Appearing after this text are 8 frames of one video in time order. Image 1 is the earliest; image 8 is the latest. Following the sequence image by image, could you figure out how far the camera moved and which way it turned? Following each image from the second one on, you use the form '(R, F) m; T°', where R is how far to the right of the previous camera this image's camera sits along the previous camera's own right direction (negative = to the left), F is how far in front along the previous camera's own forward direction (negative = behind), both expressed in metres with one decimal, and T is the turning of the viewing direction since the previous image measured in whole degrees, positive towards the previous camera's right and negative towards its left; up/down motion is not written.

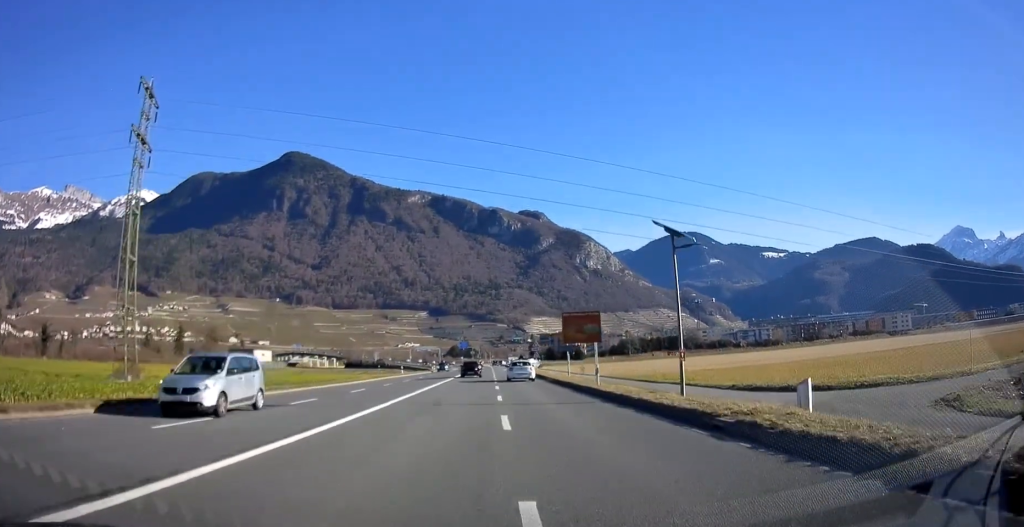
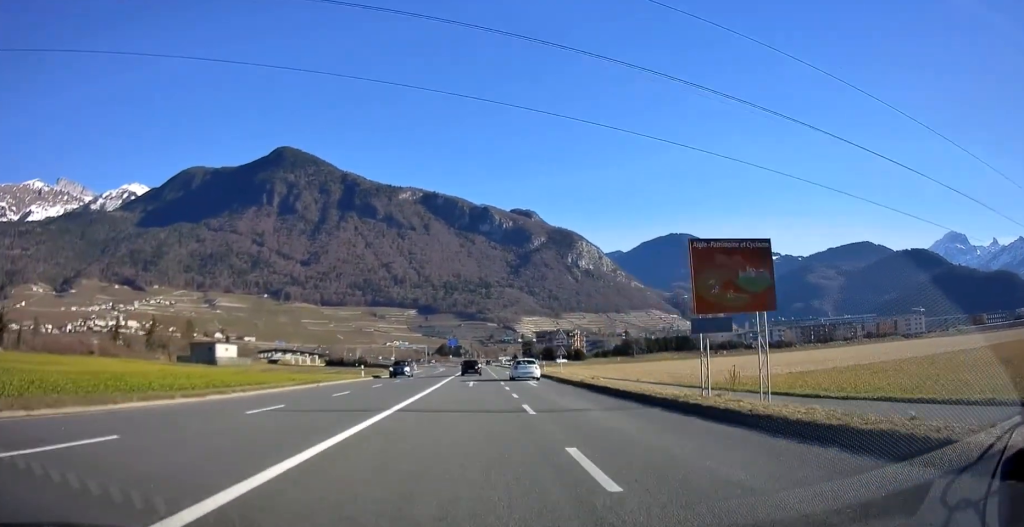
(0.0, +23.4) m; +1°
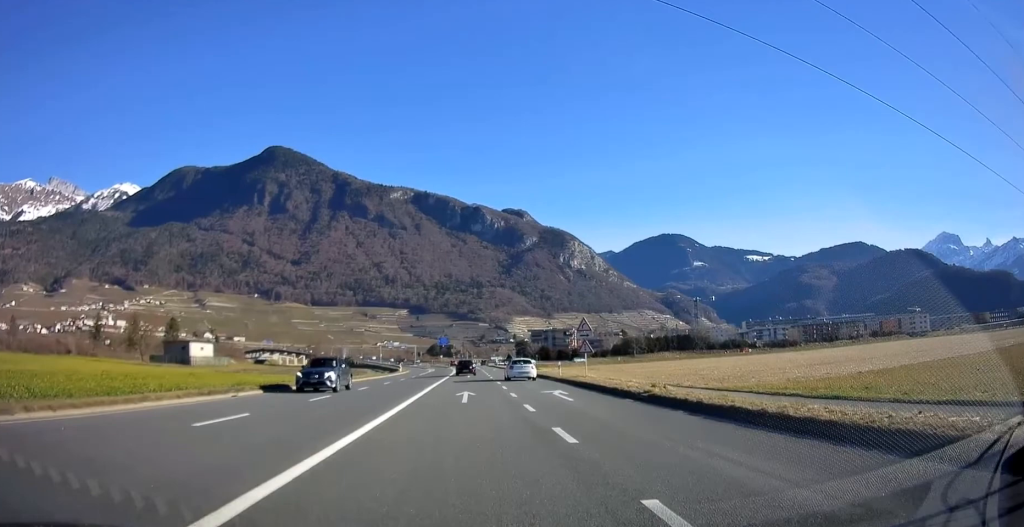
(+0.1, +12.6) m; +1°
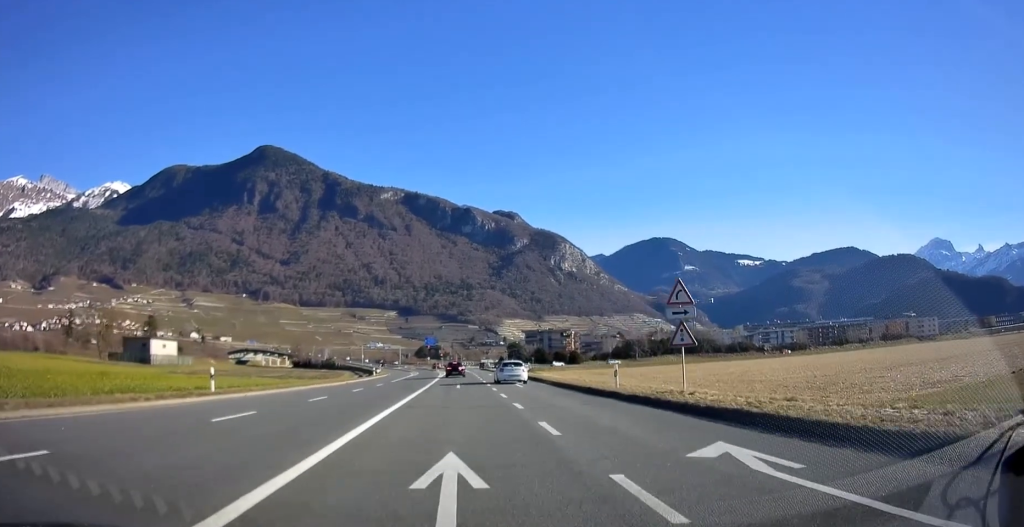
(+0.3, +17.2) m; +1°
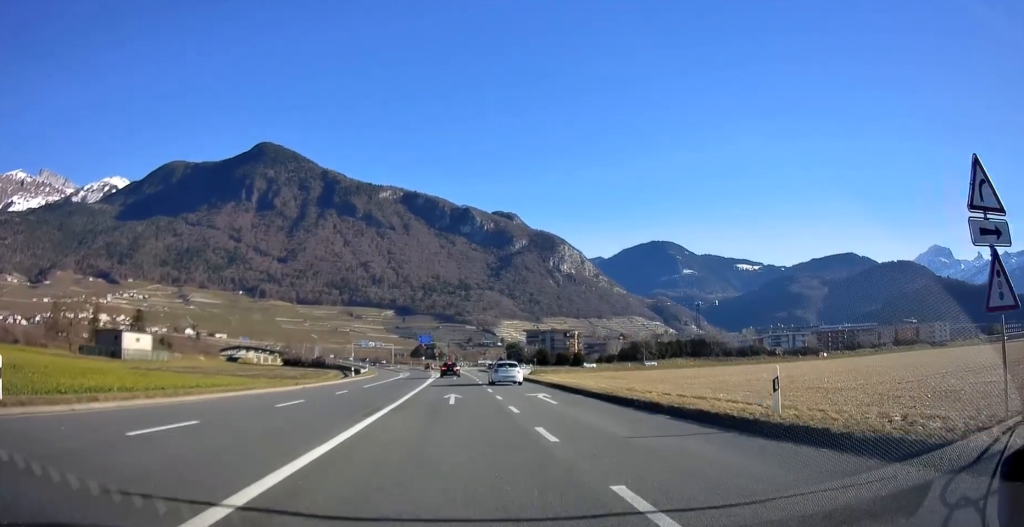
(0.0, +12.2) m; 0°
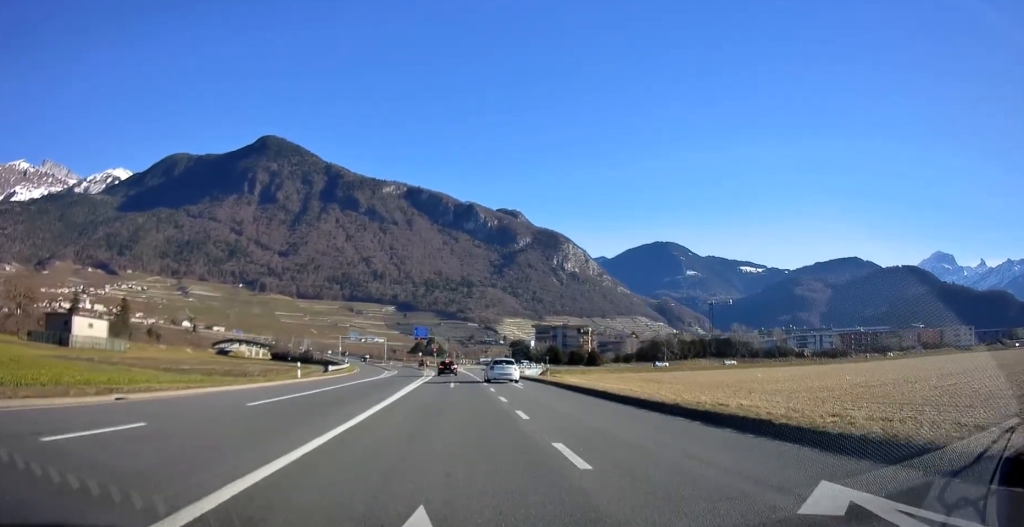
(0.0, +21.0) m; +1°
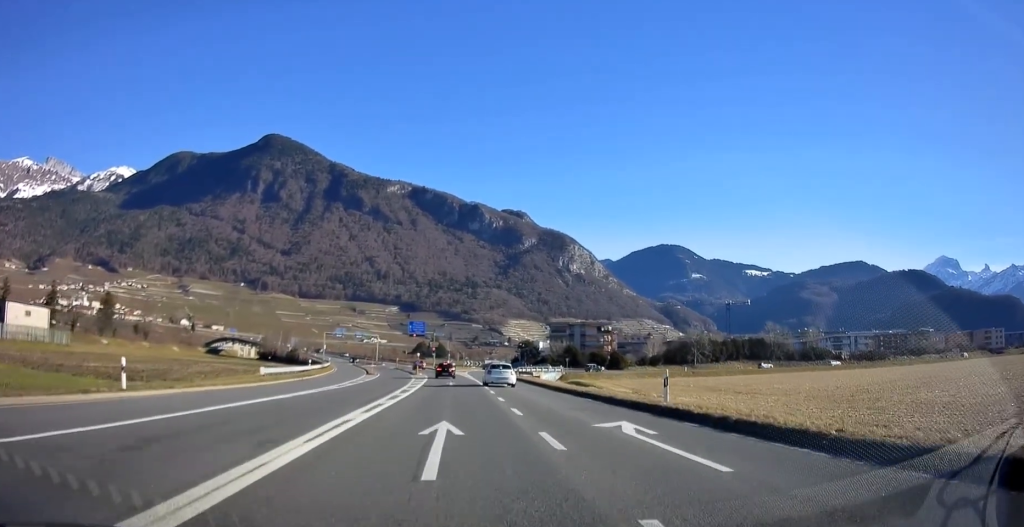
(+0.2, +23.7) m; -1°
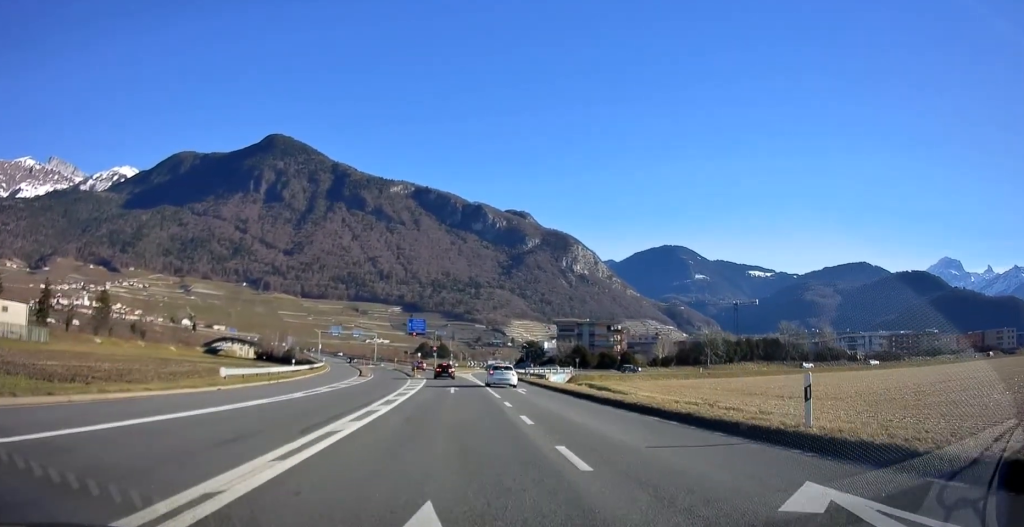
(0.0, +7.4) m; 0°
